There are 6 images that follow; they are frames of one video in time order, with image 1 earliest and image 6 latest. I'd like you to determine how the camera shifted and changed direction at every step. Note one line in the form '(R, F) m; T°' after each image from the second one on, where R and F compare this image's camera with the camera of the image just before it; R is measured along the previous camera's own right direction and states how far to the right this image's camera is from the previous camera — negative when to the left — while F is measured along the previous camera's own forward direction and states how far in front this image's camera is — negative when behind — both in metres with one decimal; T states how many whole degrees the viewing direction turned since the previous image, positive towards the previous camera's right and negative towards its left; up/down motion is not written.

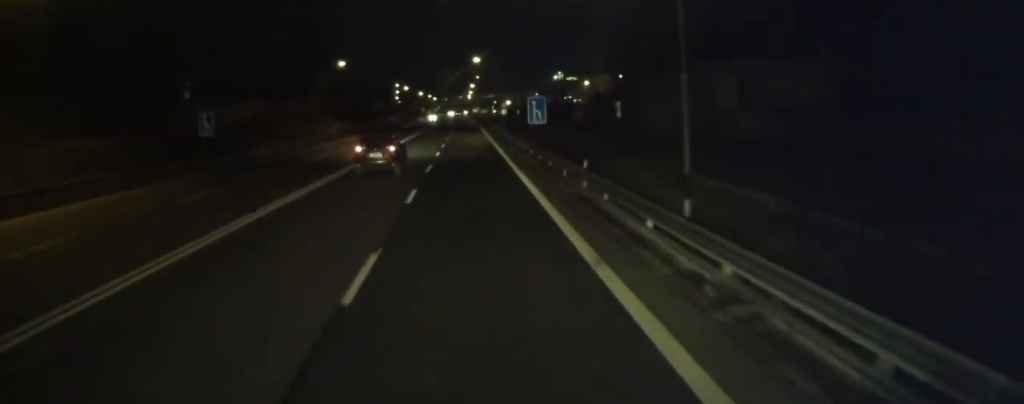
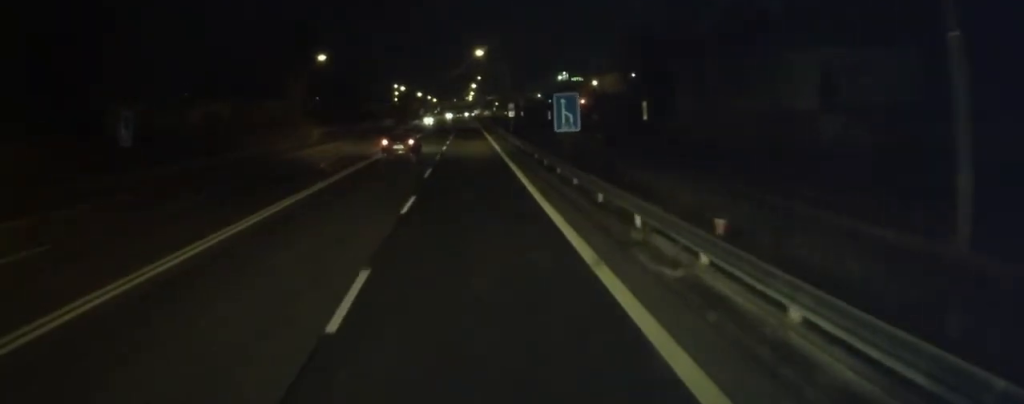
(0.0, +10.2) m; 0°
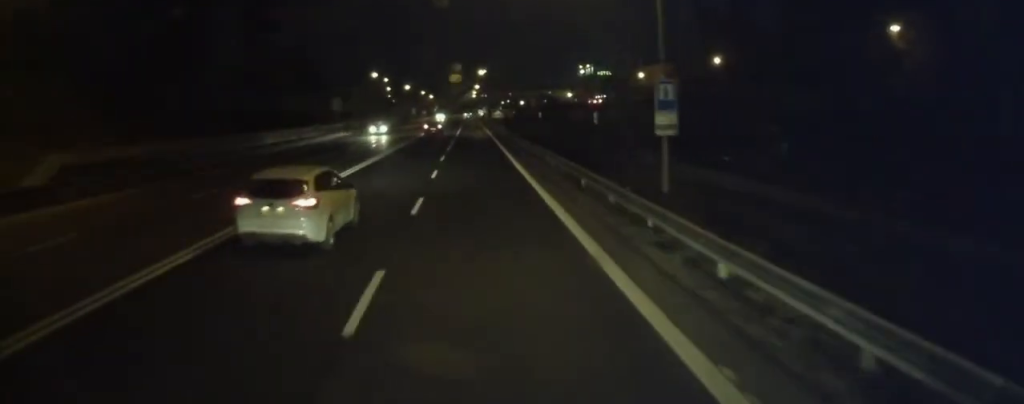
(-0.7, +44.2) m; -1°
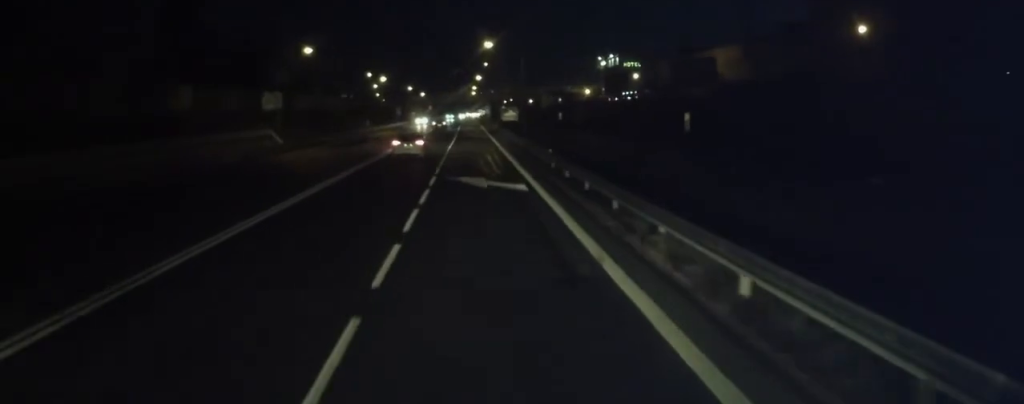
(-0.4, +36.4) m; 0°
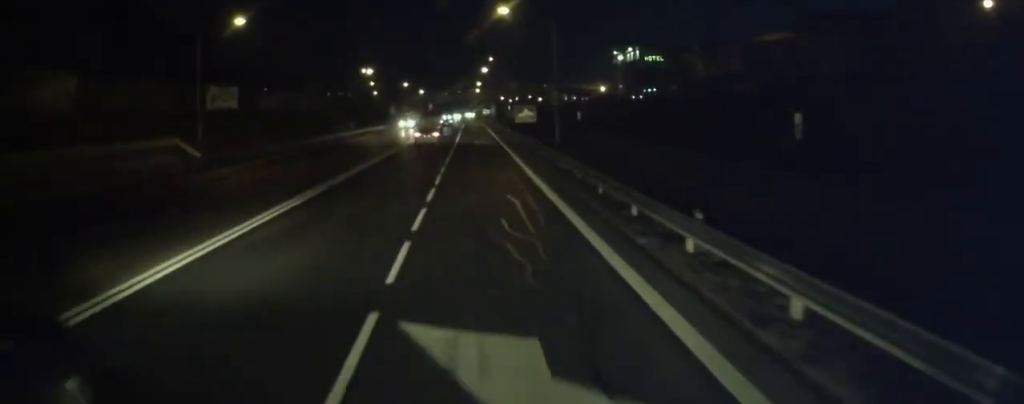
(+0.1, +16.9) m; 0°
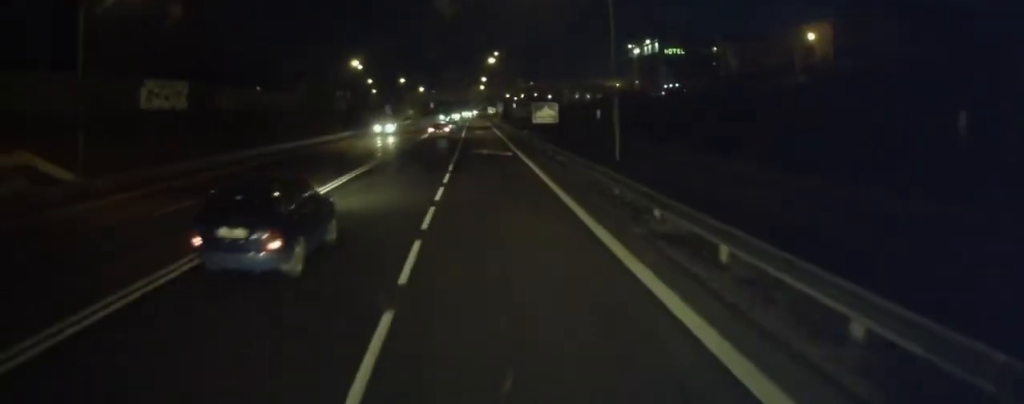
(0.0, +12.8) m; 0°
